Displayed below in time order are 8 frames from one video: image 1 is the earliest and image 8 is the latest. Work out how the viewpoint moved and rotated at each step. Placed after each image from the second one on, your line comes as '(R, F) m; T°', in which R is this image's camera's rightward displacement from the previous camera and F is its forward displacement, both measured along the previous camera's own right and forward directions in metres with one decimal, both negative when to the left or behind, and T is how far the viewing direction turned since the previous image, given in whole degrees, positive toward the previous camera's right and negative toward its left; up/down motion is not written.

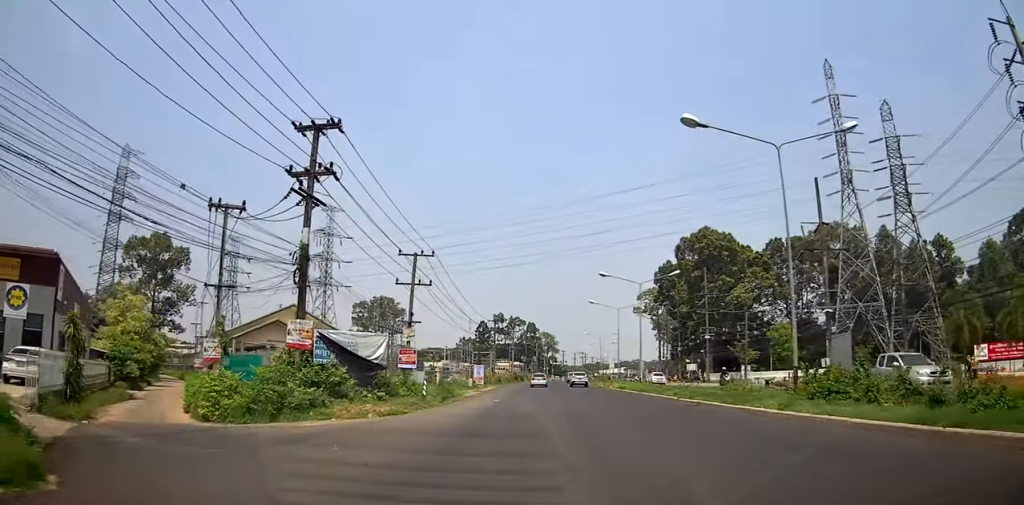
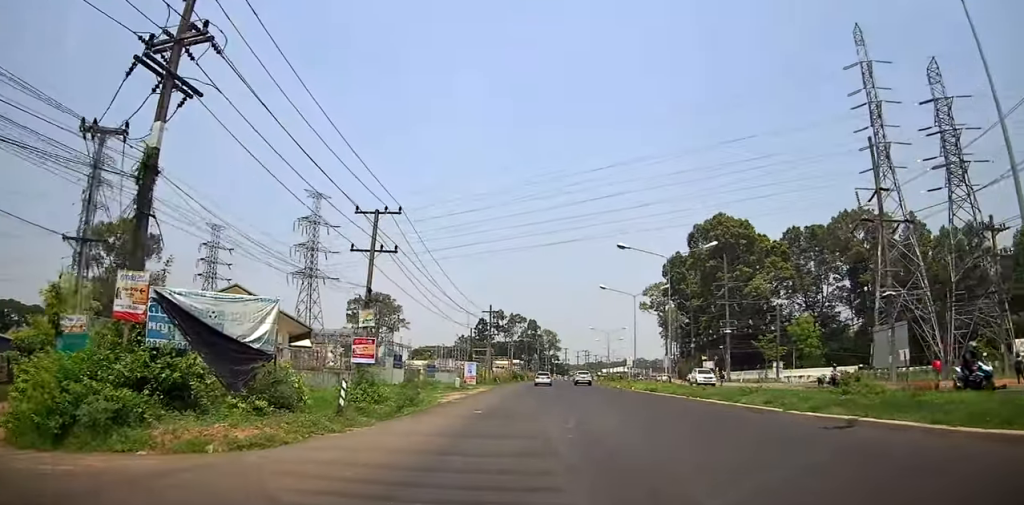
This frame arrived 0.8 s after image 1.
(-0.1, +10.4) m; -1°
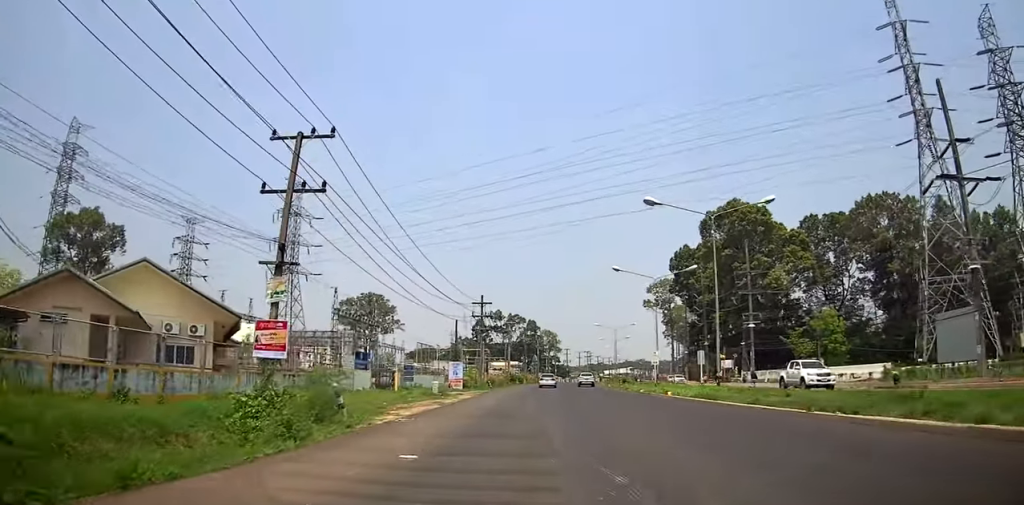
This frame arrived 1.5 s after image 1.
(0.0, +10.5) m; 0°
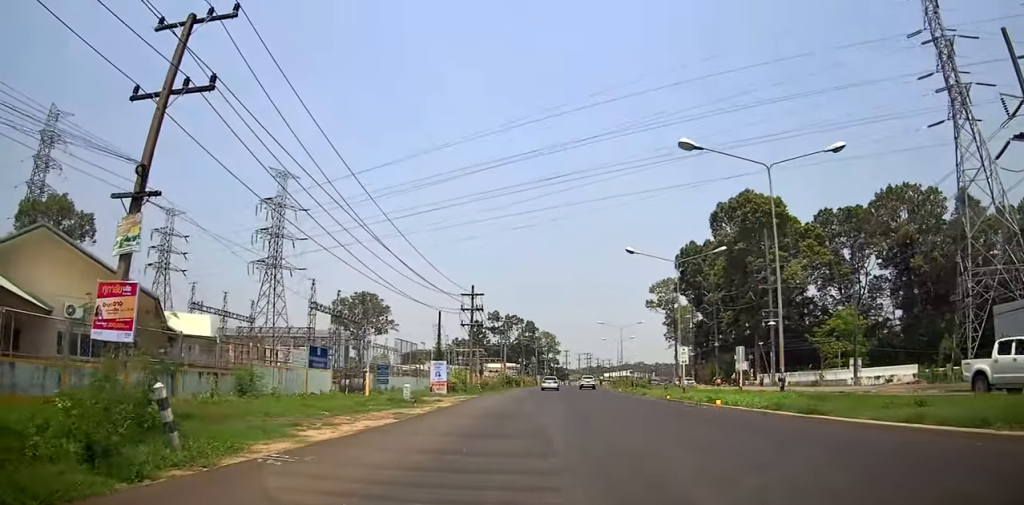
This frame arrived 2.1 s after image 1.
(0.0, +7.8) m; 0°
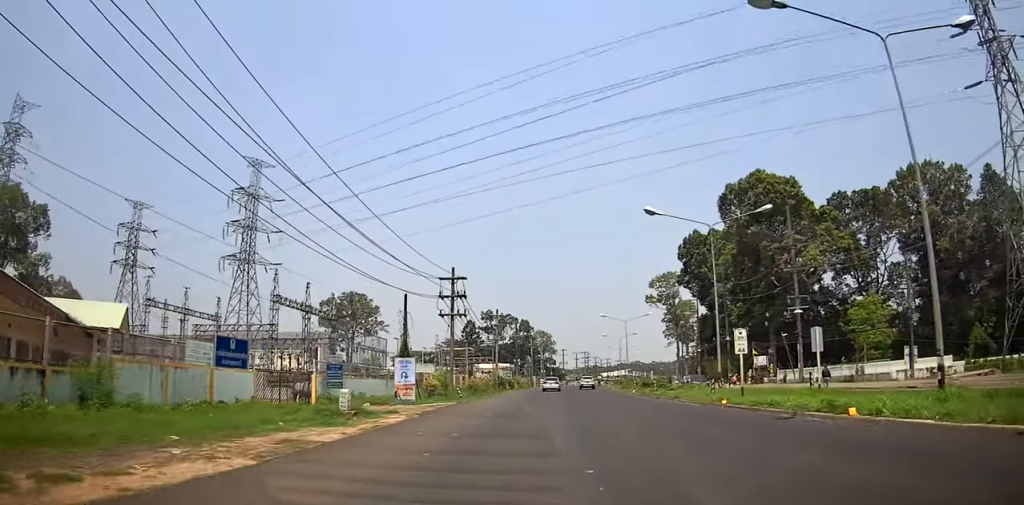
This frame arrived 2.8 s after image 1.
(0.0, +9.1) m; -1°
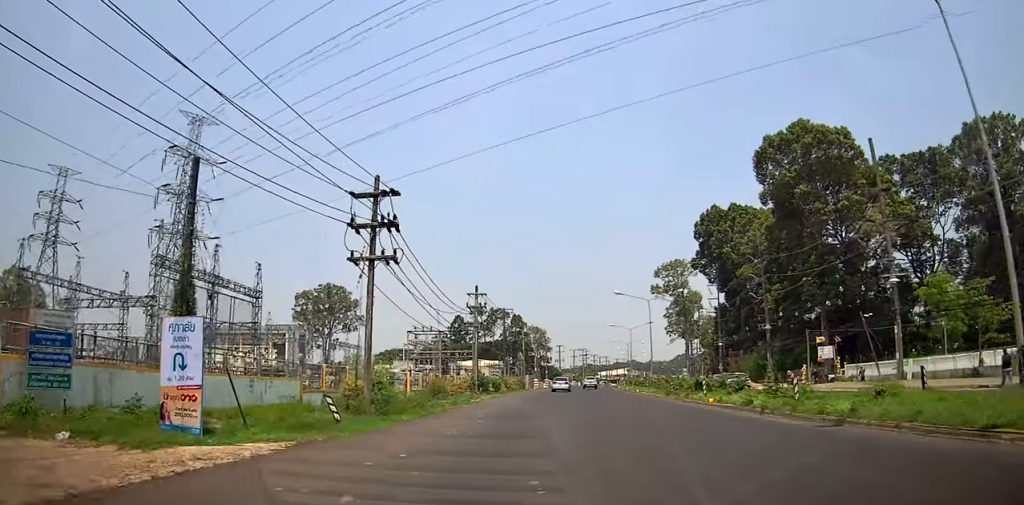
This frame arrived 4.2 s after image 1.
(-0.3, +19.3) m; +1°
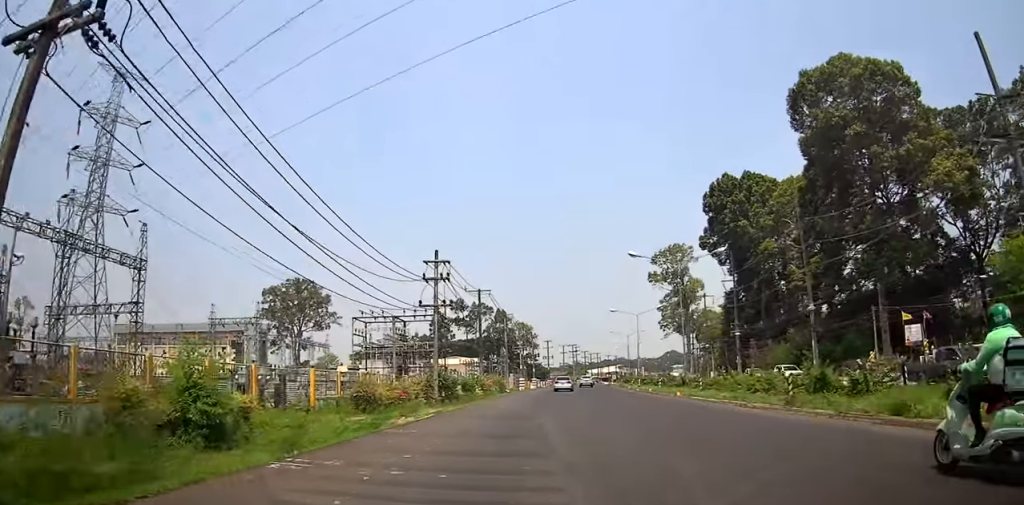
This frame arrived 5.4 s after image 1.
(+0.7, +16.5) m; +2°
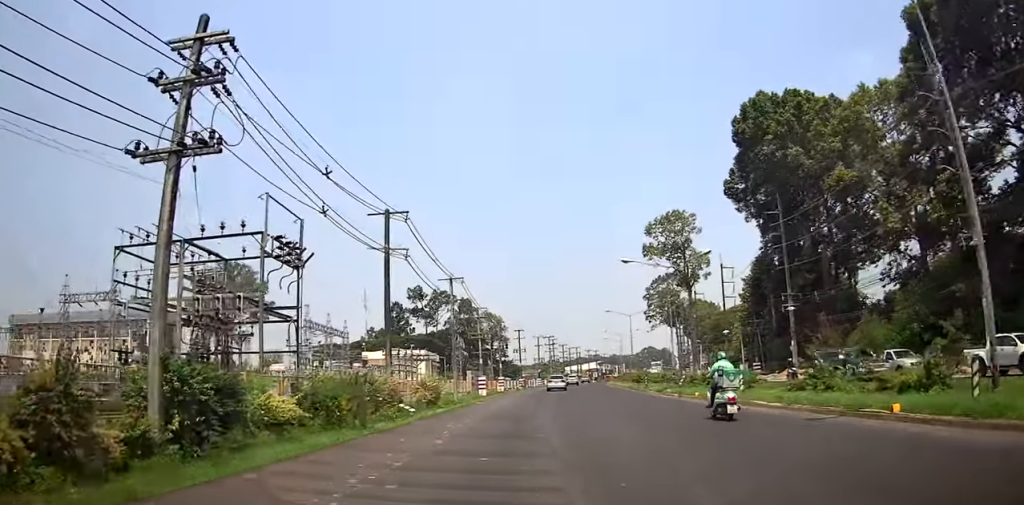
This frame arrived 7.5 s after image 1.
(+0.5, +29.5) m; +3°
